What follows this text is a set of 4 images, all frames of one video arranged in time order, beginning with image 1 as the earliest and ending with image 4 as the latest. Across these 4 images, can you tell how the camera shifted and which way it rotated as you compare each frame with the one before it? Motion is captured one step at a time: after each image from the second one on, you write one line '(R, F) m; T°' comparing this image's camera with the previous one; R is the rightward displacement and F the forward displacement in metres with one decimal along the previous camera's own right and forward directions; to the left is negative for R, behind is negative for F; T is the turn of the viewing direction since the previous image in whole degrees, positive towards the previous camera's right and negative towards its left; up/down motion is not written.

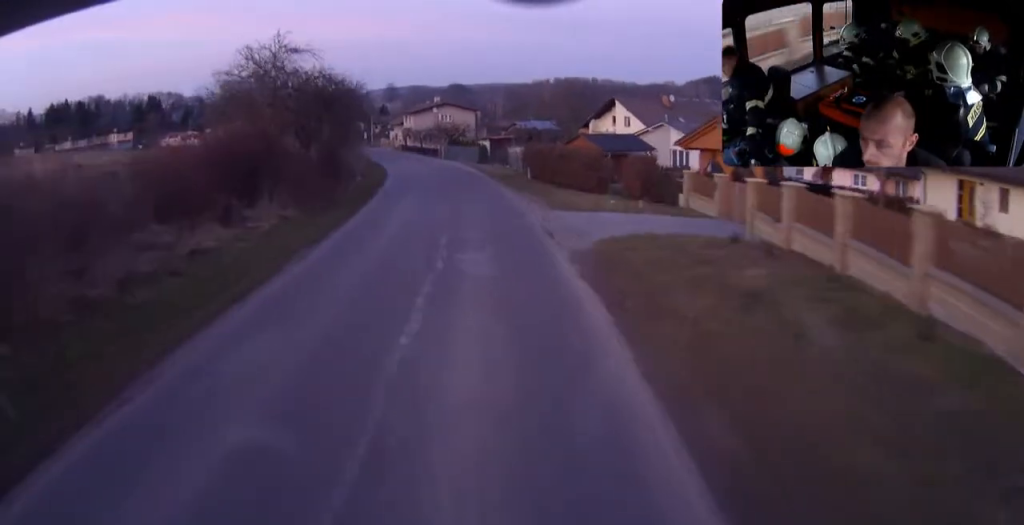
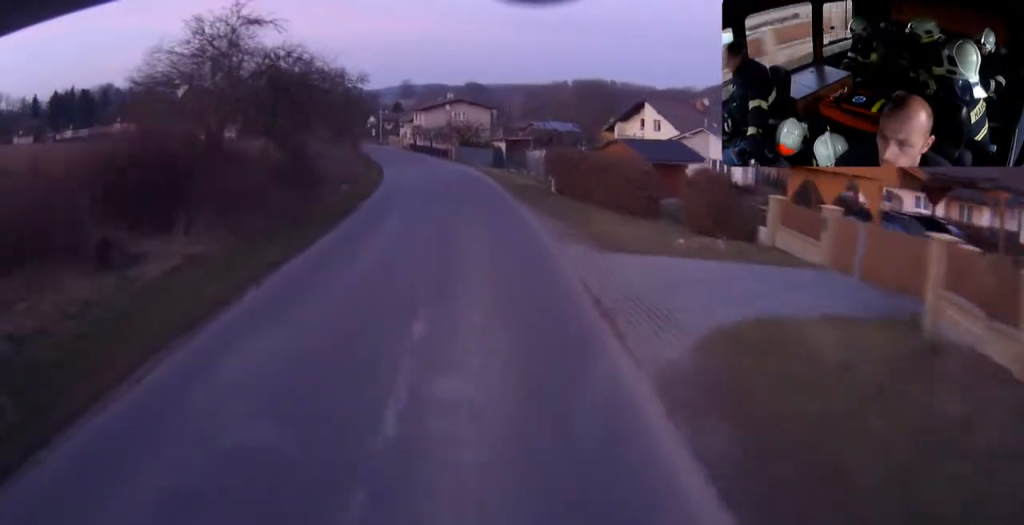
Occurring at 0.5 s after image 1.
(0.0, +8.1) m; -1°
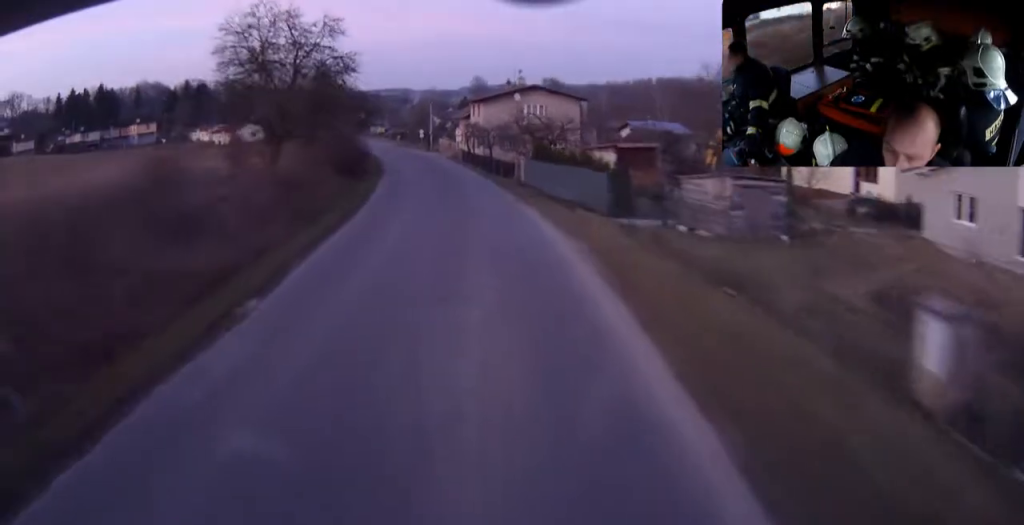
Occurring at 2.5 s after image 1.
(-1.4, +32.4) m; -6°
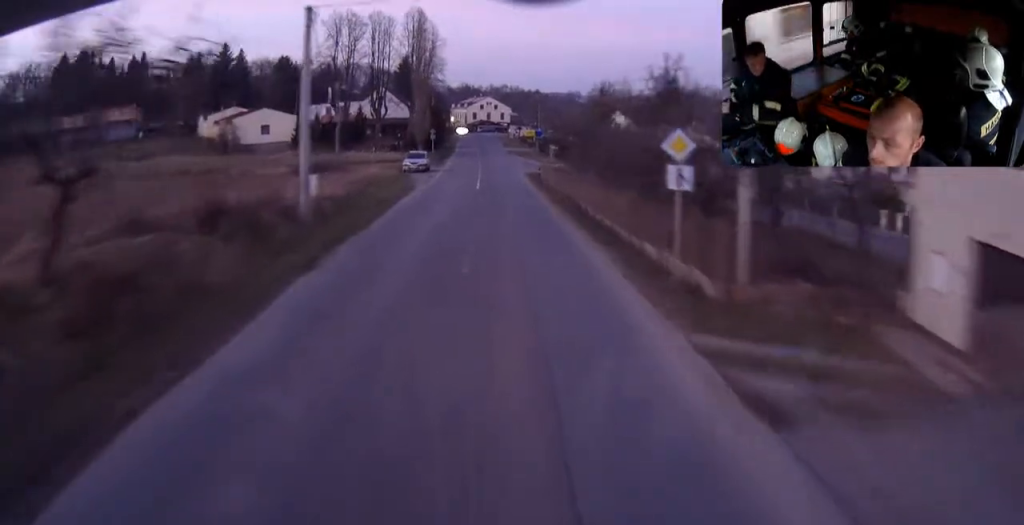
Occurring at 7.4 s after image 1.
(-11.0, +87.1) m; -12°
